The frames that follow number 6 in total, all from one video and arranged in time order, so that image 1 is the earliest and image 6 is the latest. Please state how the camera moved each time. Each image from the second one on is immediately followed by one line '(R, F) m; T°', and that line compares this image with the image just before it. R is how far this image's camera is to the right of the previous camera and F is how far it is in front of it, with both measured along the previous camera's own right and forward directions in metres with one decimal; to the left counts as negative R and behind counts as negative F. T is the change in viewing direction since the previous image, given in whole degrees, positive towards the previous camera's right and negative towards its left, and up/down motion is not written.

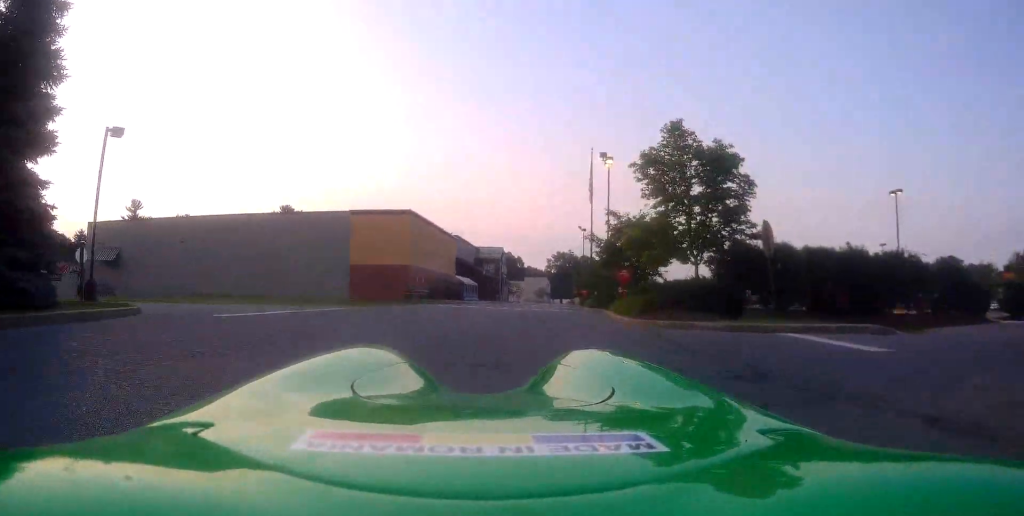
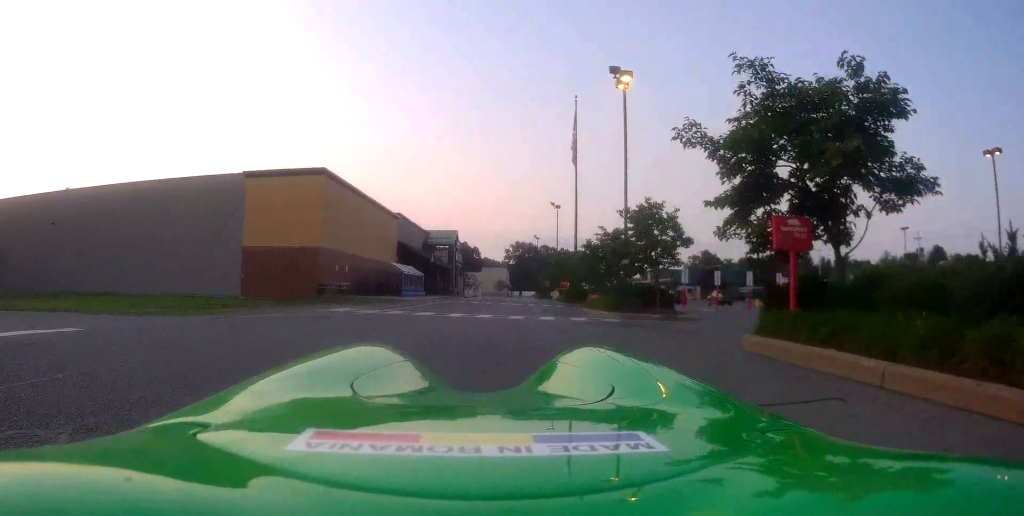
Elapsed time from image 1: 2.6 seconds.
(+0.8, +15.8) m; +4°
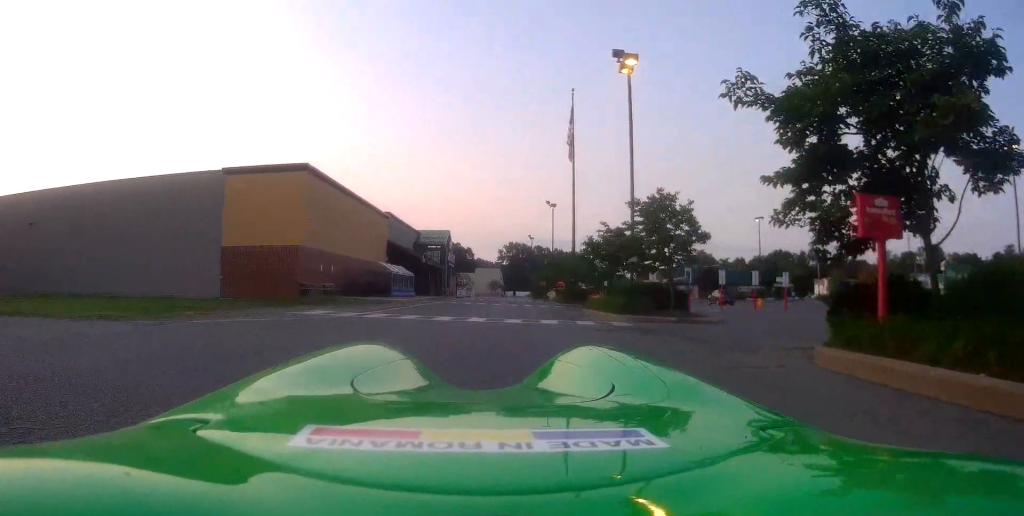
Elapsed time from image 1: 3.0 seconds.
(0.0, +2.3) m; 0°
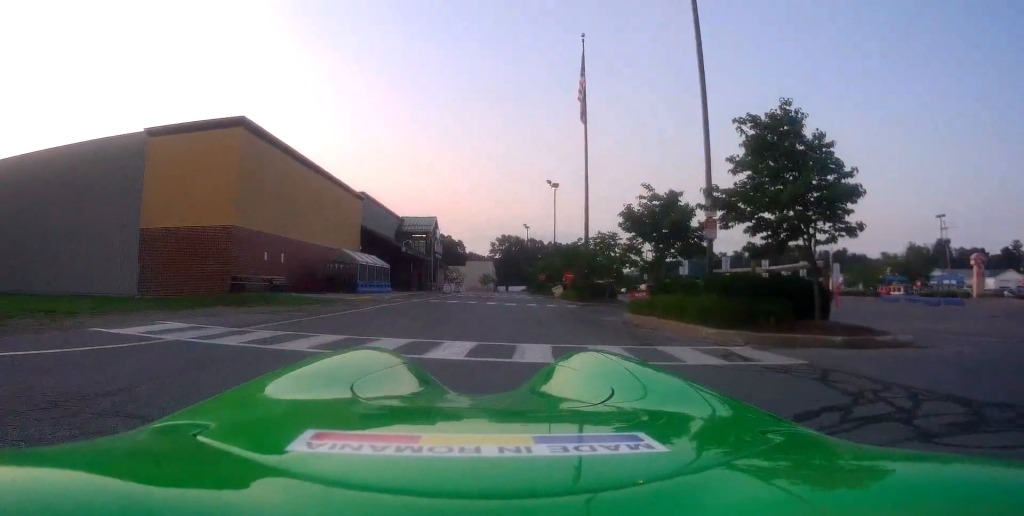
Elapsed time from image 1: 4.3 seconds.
(0.0, +8.3) m; 0°
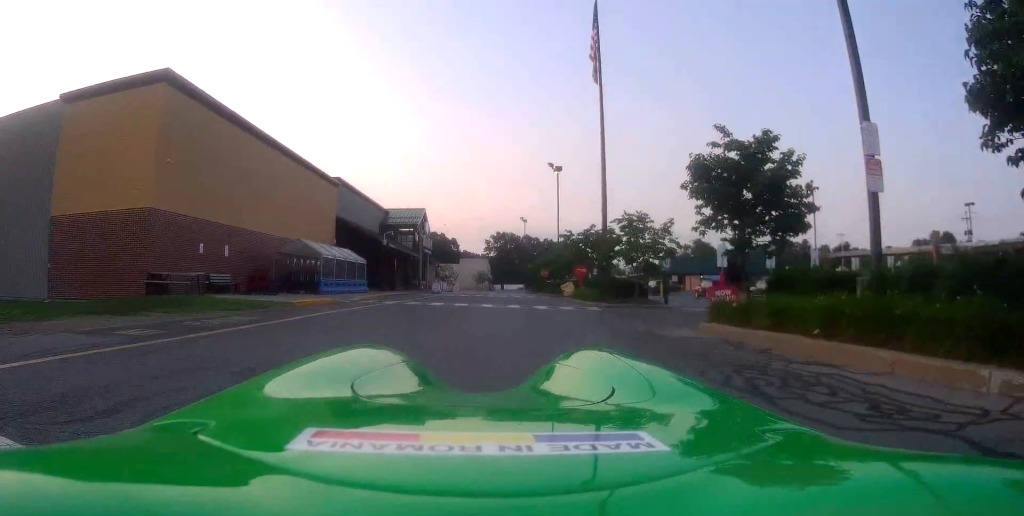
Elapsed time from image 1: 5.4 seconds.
(0.0, +6.6) m; 0°
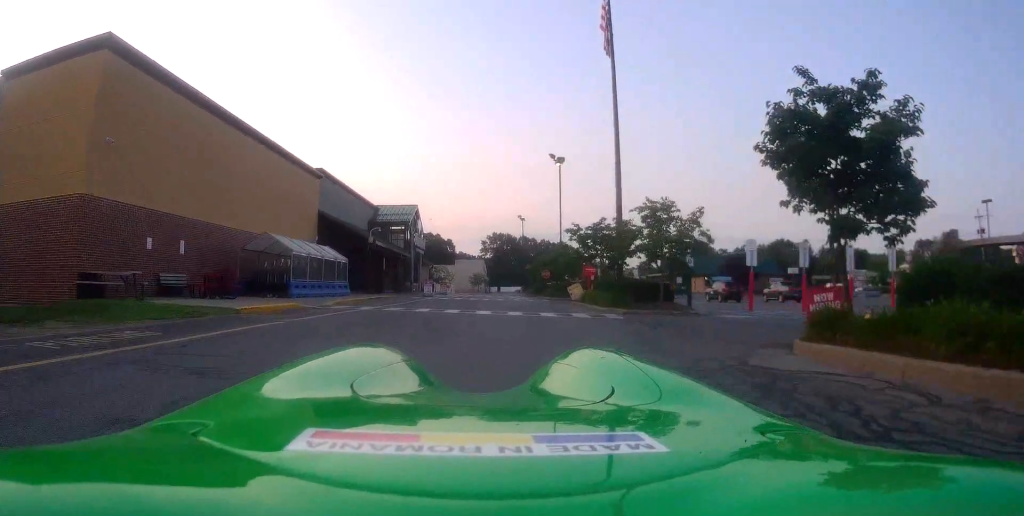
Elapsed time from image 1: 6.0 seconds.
(0.0, +3.6) m; +1°
